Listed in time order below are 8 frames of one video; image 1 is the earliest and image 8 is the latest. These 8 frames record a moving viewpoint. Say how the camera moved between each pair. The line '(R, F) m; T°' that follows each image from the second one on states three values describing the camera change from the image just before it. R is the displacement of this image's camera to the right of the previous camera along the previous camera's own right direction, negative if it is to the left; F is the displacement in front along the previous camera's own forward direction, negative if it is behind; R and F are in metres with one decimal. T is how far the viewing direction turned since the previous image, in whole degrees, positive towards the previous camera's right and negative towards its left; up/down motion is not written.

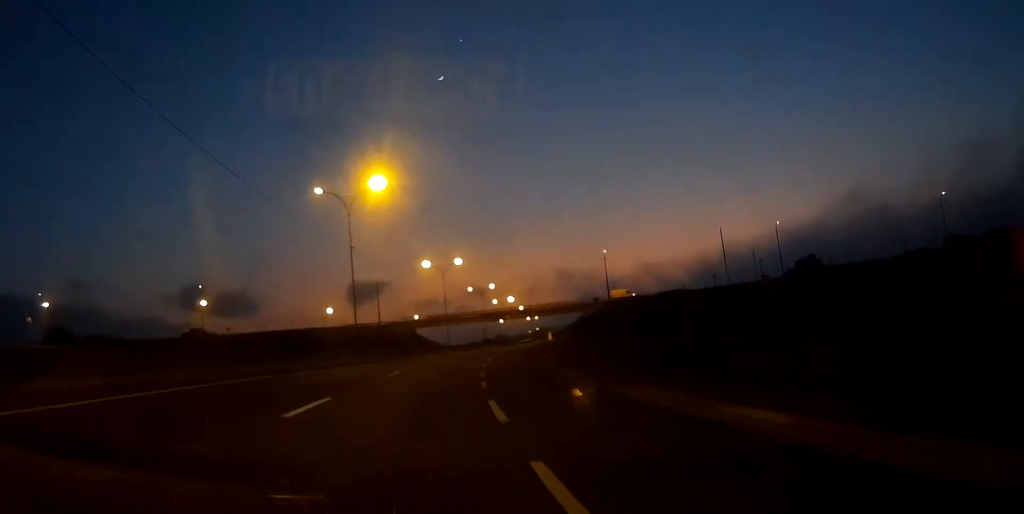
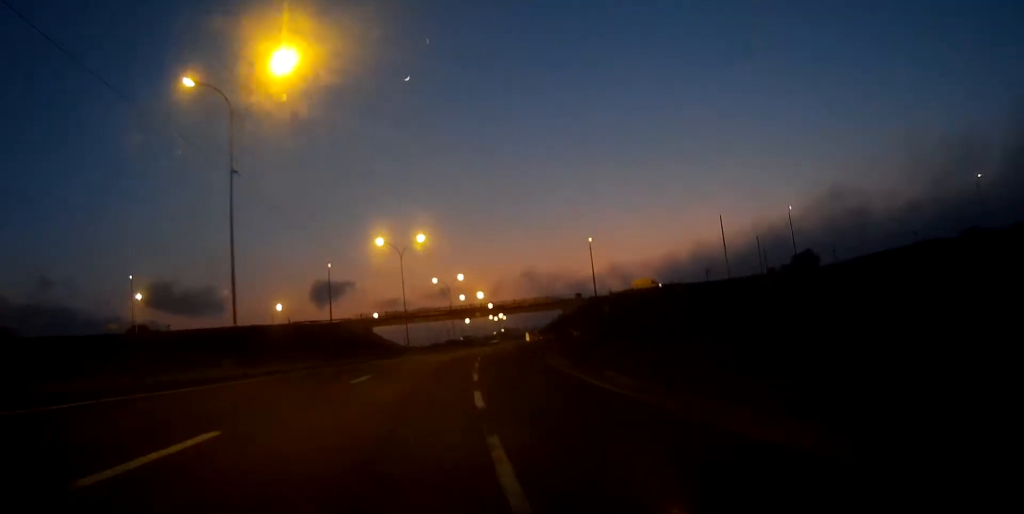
(+0.6, +22.1) m; +3°
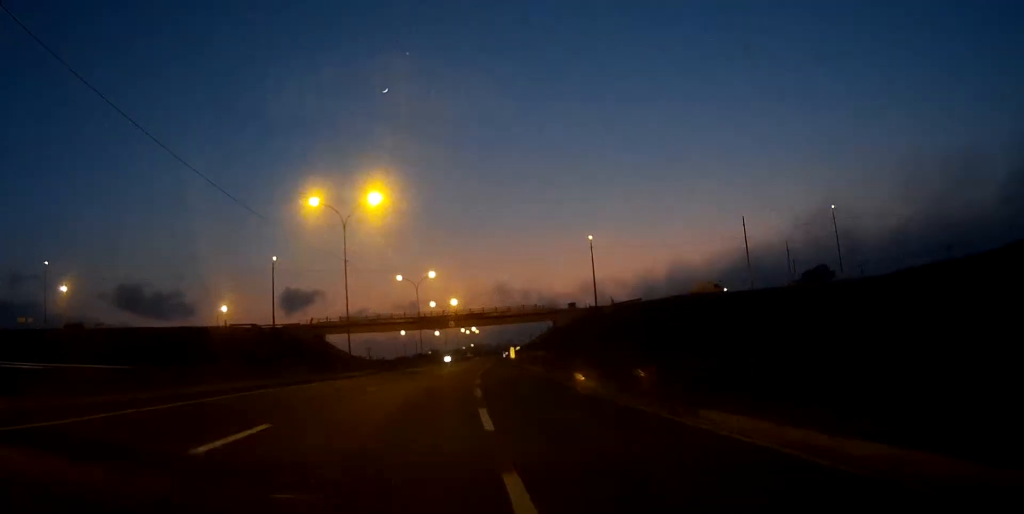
(+0.6, +25.6) m; +3°
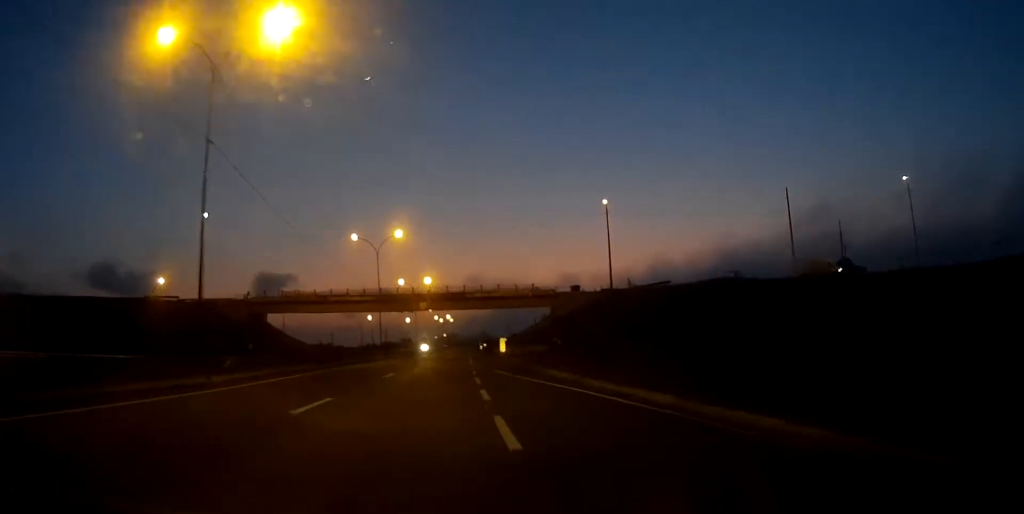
(+0.4, +26.3) m; +2°
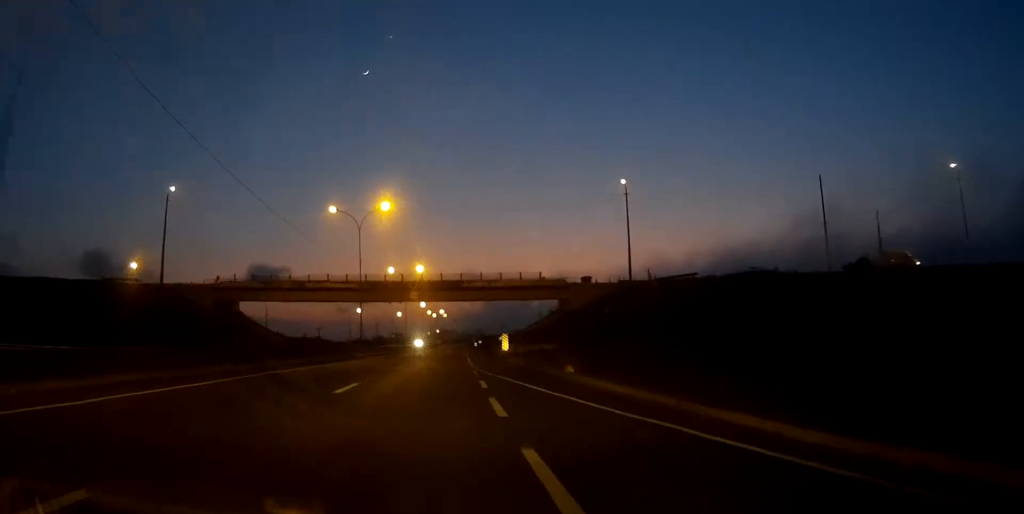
(+0.1, +11.7) m; 0°
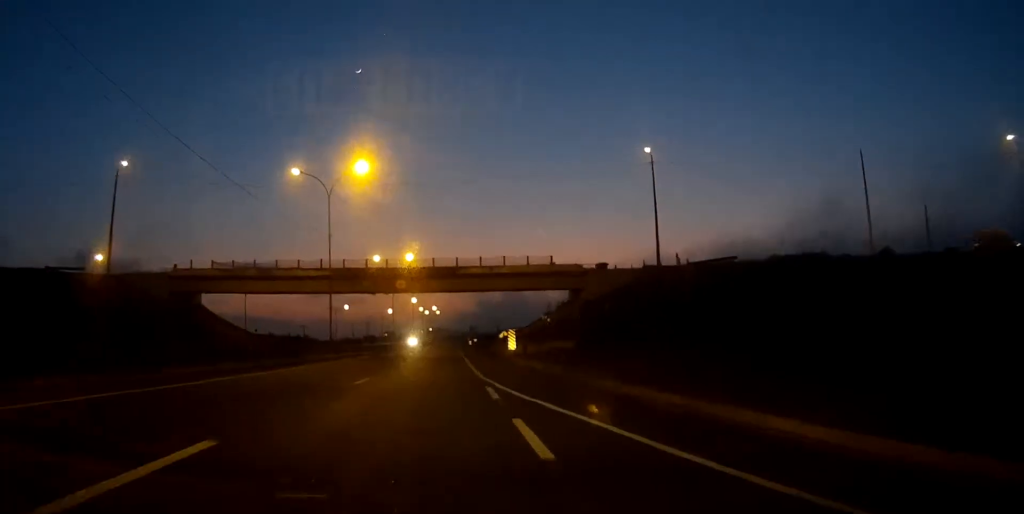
(0.0, +12.9) m; 0°
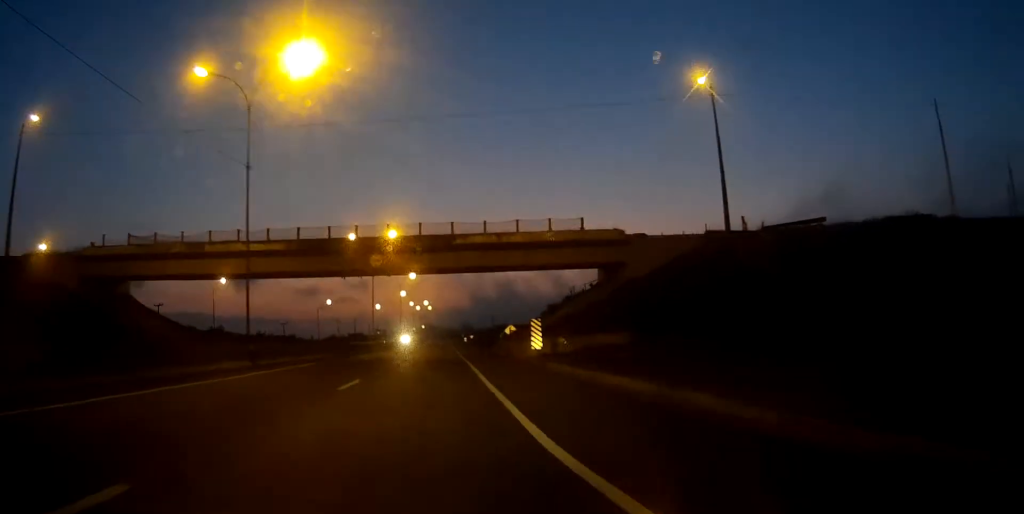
(+0.1, +18.4) m; +1°
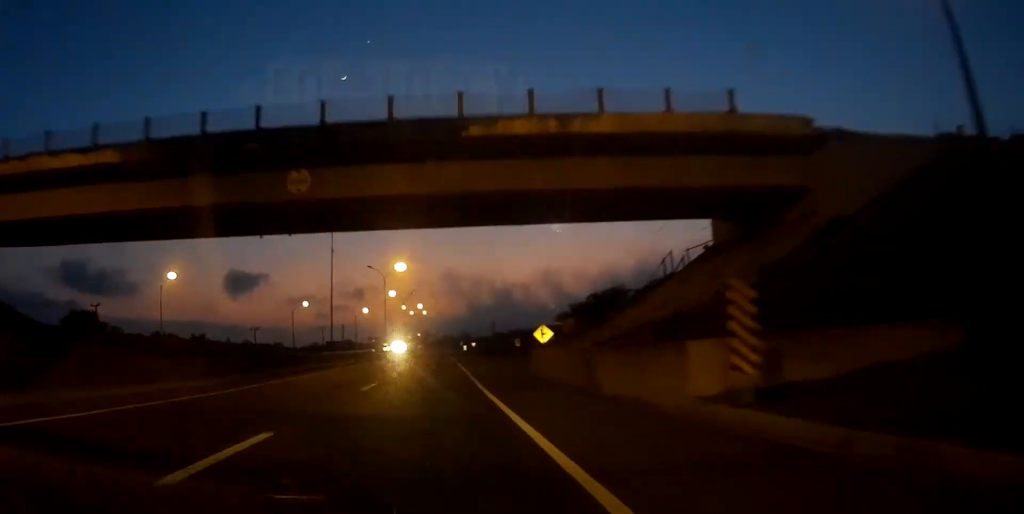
(+0.2, +27.2) m; 0°
